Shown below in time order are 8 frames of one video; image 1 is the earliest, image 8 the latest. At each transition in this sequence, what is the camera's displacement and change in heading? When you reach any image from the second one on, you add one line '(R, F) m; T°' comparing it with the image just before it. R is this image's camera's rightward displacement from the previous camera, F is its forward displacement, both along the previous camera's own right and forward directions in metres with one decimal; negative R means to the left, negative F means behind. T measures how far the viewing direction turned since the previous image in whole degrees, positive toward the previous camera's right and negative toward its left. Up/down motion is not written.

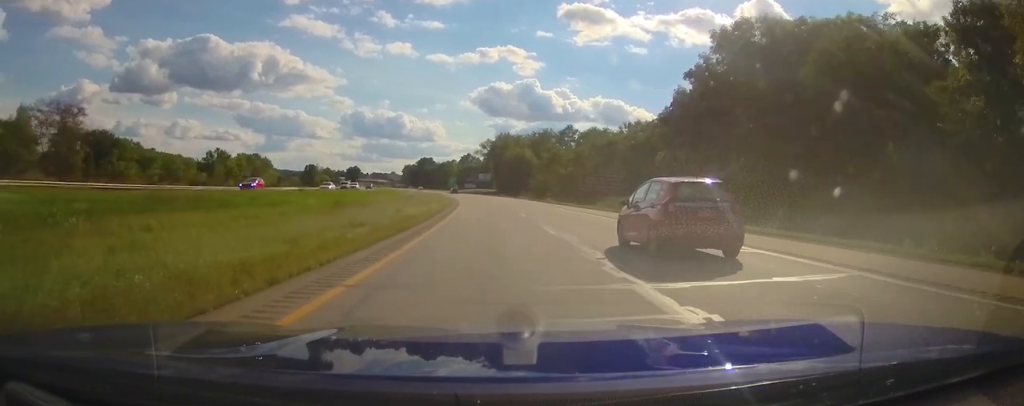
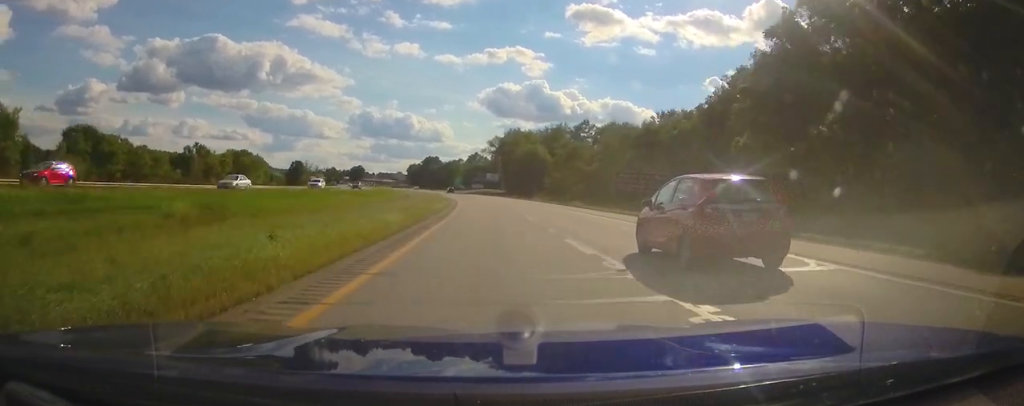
(-0.1, +17.4) m; -1°
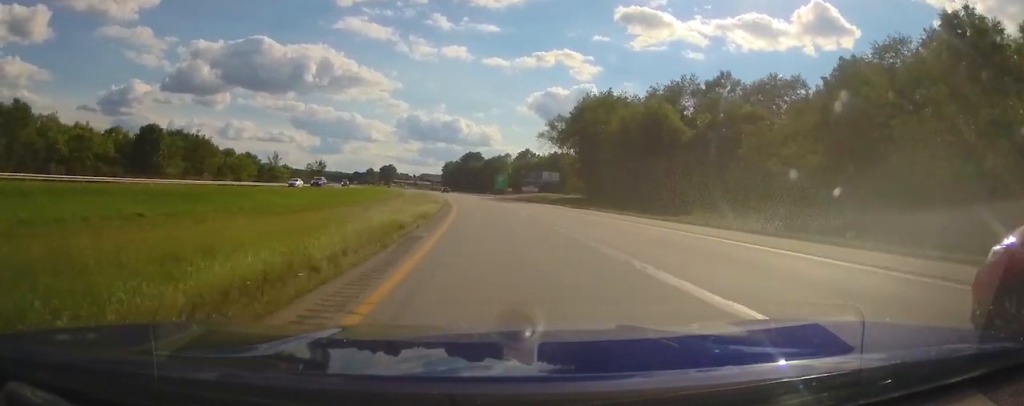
(-3.9, +78.6) m; -6°
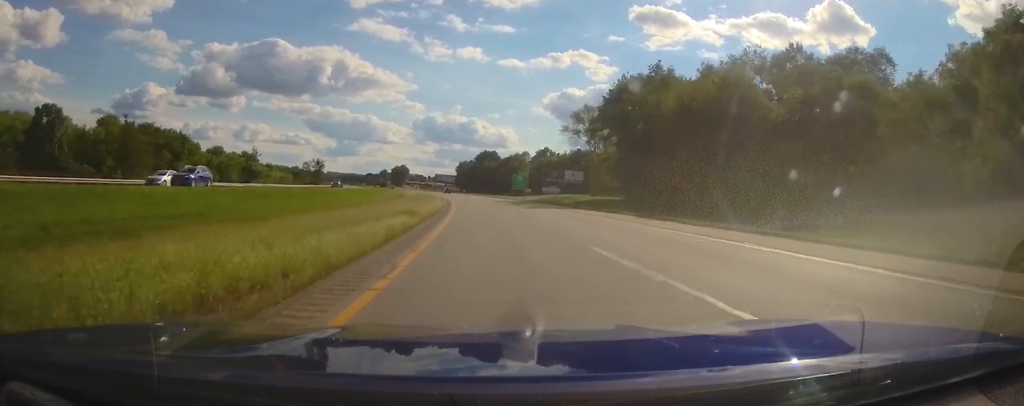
(-0.2, +20.5) m; -2°
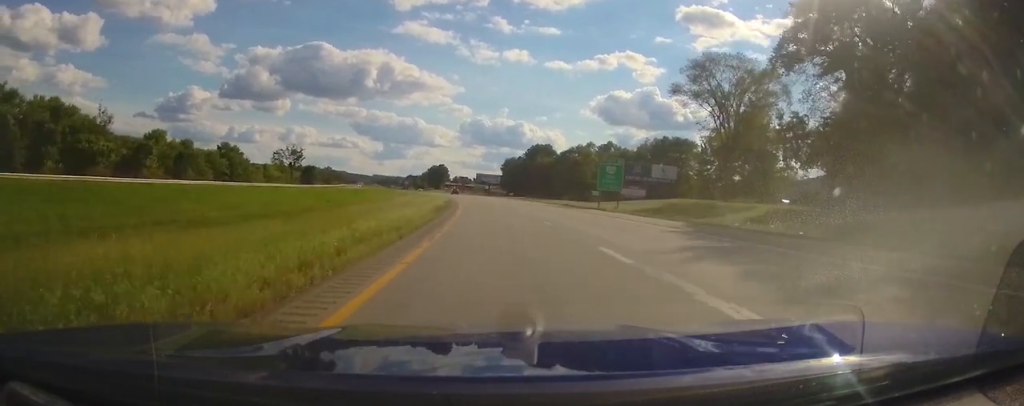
(-2.1, +58.6) m; -4°
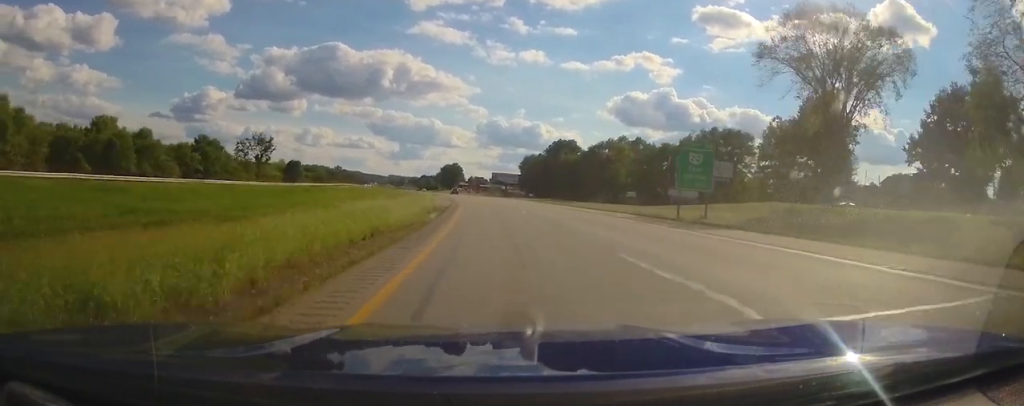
(-0.6, +26.0) m; -3°
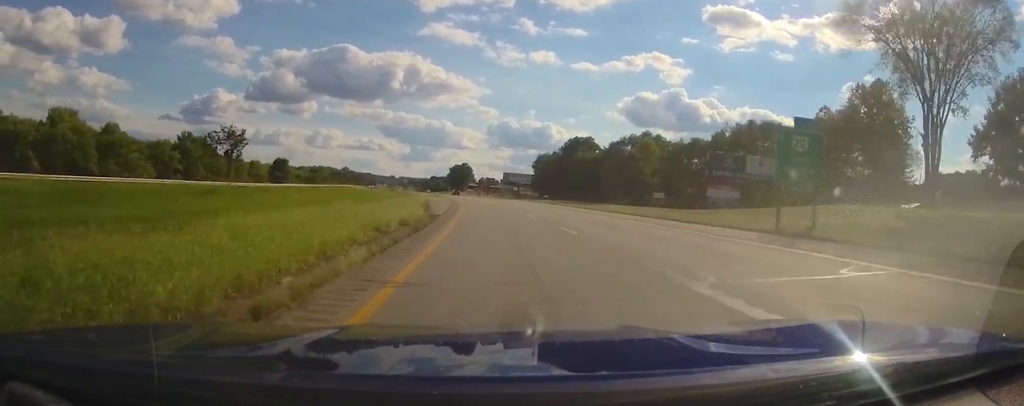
(-0.4, +15.7) m; -1°
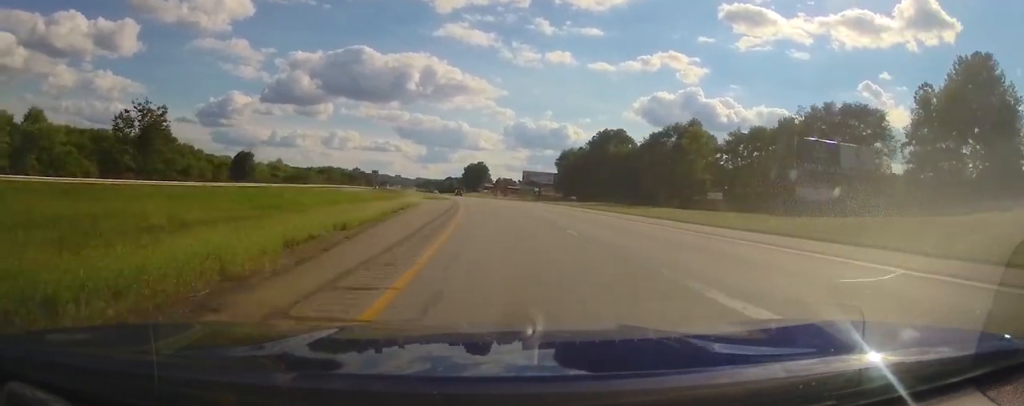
(-0.4, +26.4) m; -2°
